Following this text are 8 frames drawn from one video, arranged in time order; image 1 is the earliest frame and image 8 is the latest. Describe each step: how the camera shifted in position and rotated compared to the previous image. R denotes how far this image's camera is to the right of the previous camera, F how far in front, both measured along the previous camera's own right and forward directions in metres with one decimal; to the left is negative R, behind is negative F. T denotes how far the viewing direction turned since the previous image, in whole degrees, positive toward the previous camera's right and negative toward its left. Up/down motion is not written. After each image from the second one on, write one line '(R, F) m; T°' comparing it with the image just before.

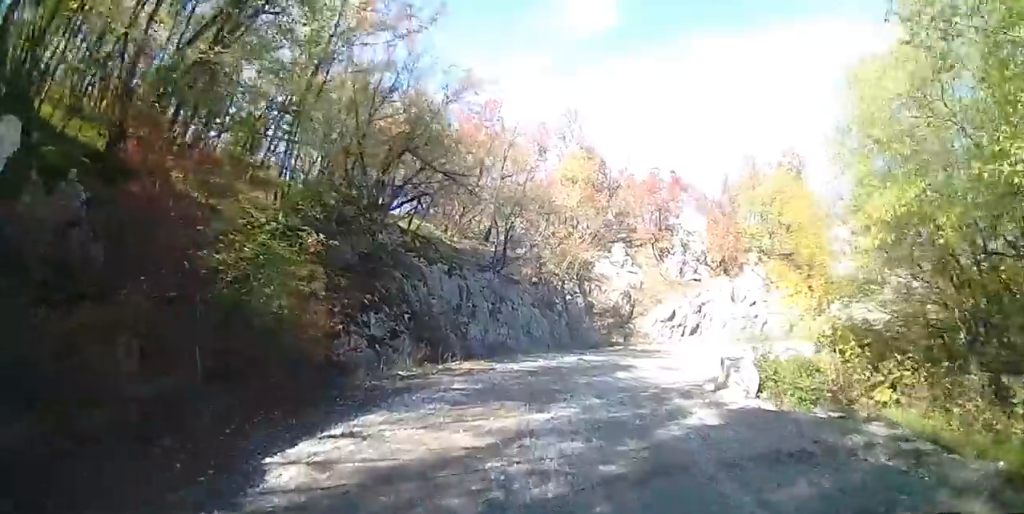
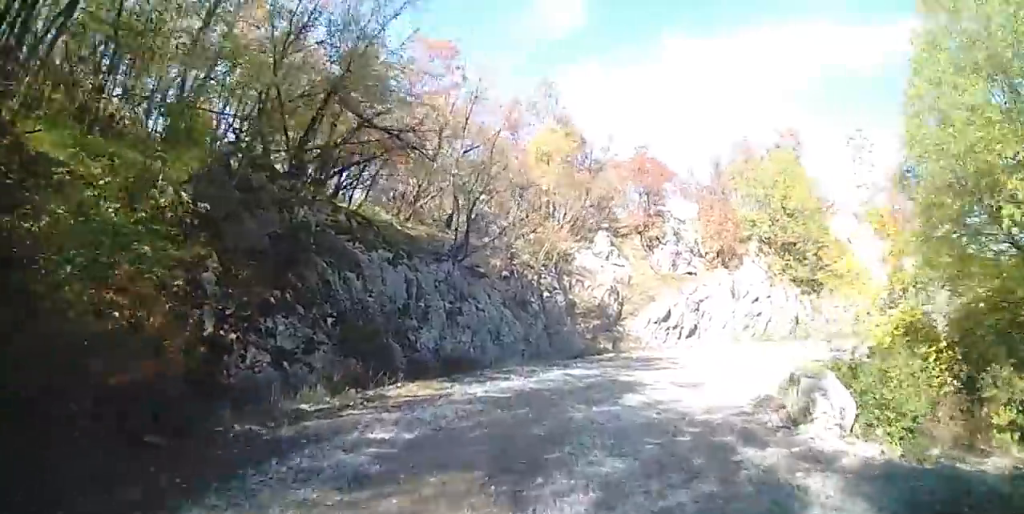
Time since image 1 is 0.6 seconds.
(-0.1, +3.6) m; +2°
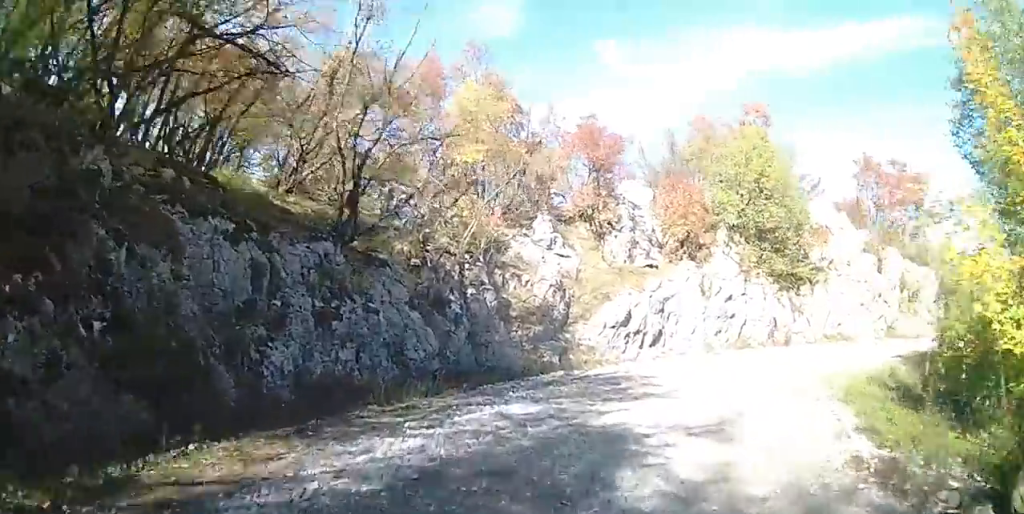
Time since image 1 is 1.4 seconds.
(+0.1, +4.6) m; +8°
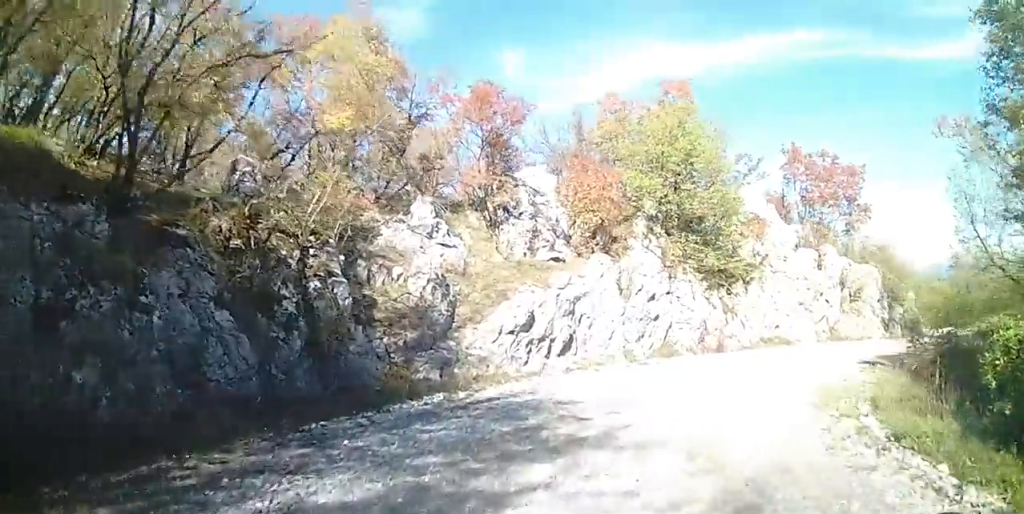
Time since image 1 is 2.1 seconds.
(+0.5, +3.9) m; +11°
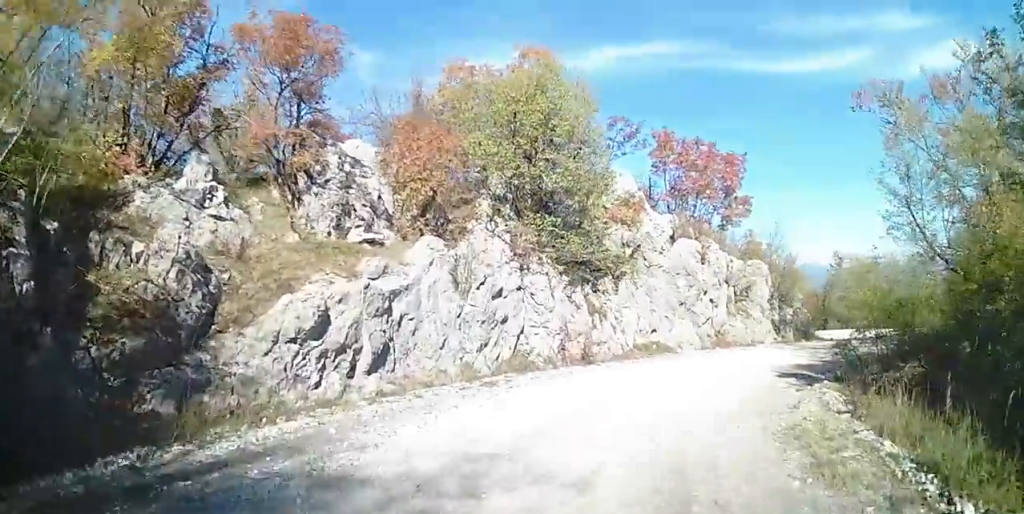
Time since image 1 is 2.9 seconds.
(+0.5, +4.4) m; +12°
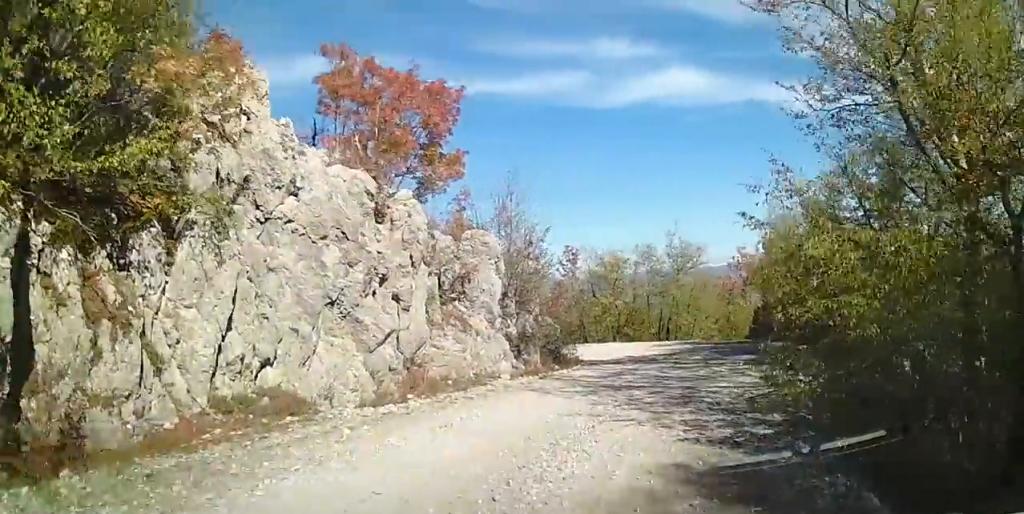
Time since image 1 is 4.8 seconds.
(+2.6, +10.9) m; +27°
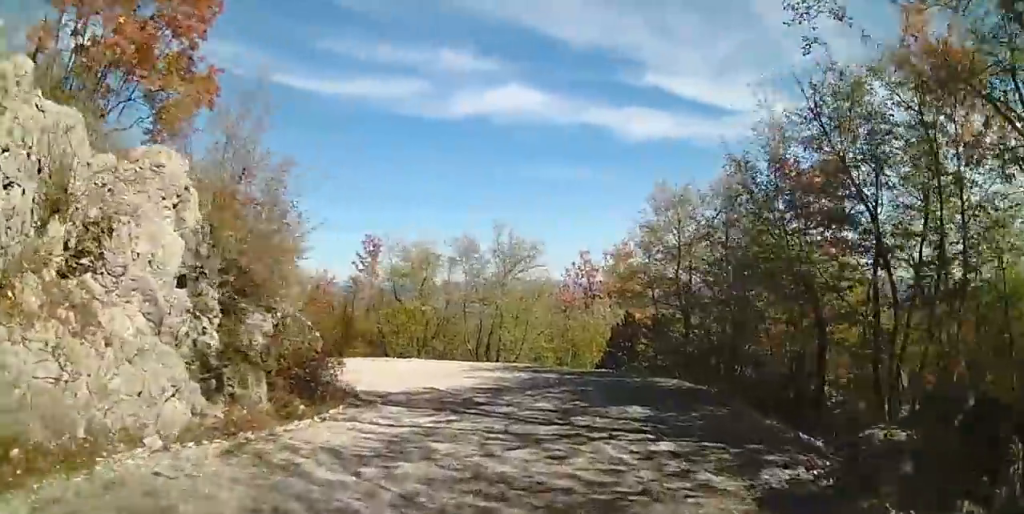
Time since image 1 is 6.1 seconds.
(+1.0, +7.2) m; +12°
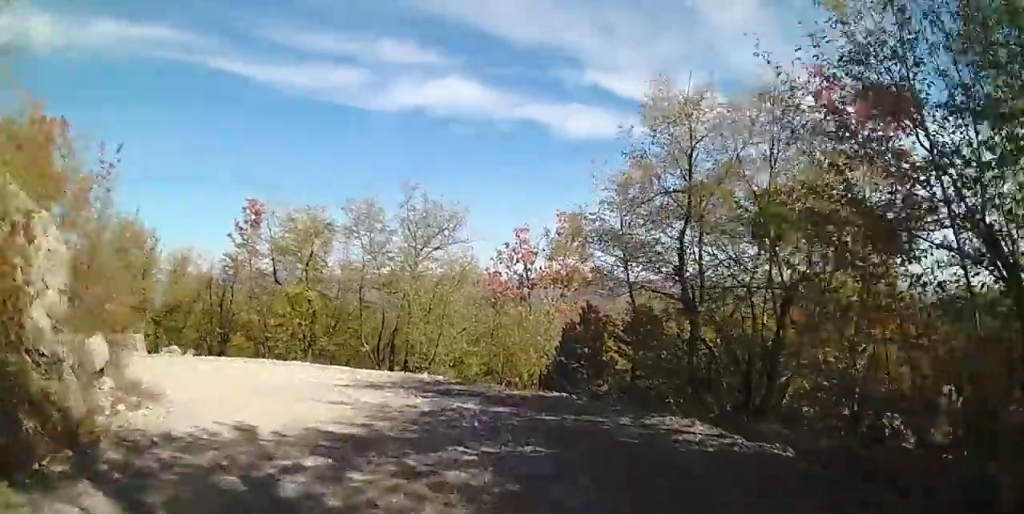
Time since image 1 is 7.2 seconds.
(+0.3, +6.2) m; +4°
